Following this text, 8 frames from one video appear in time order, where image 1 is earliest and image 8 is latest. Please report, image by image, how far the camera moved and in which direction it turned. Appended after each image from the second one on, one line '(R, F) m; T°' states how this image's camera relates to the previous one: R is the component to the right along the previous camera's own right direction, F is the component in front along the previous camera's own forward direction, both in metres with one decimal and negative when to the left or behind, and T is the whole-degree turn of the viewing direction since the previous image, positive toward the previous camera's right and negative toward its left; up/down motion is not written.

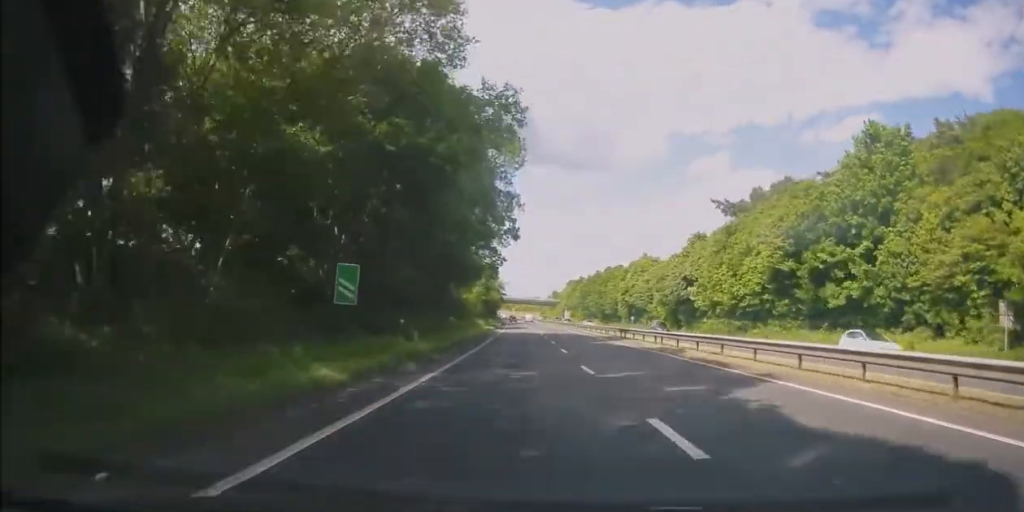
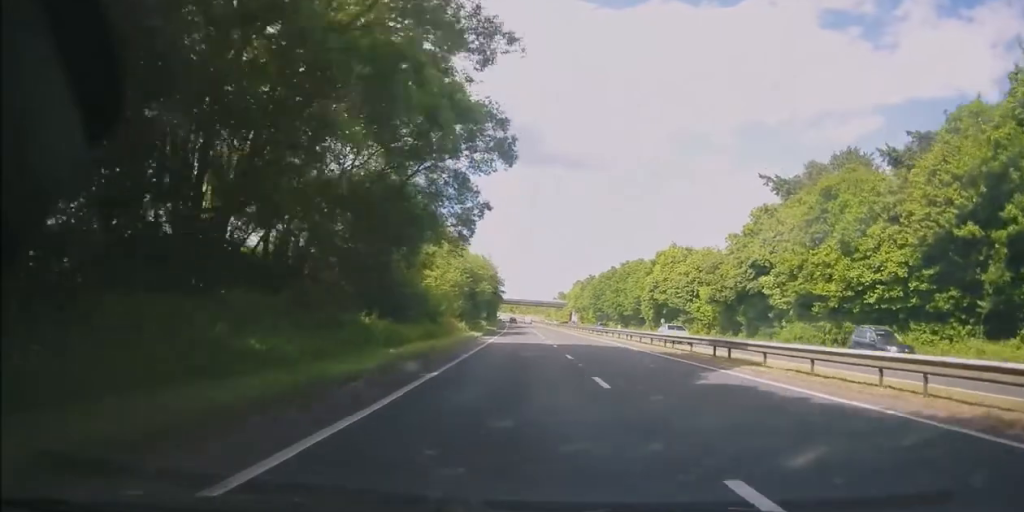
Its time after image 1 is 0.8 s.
(-0.2, +21.5) m; -1°
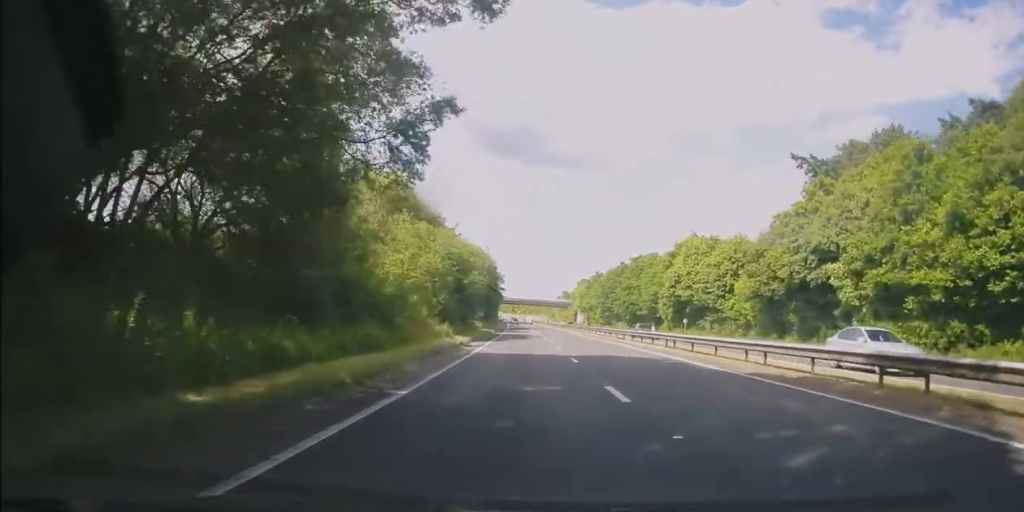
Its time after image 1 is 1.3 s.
(-0.1, +11.3) m; 0°
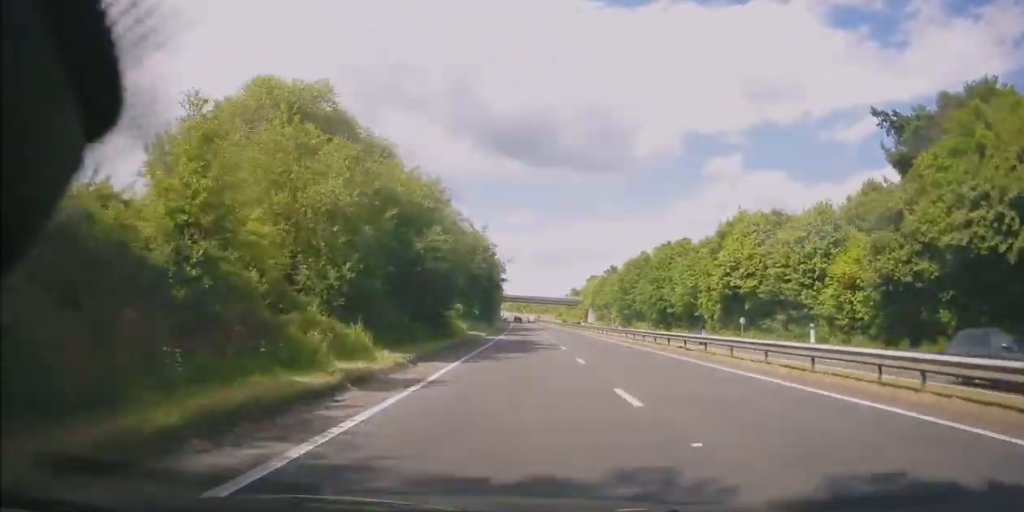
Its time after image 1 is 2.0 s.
(-0.1, +19.2) m; 0°
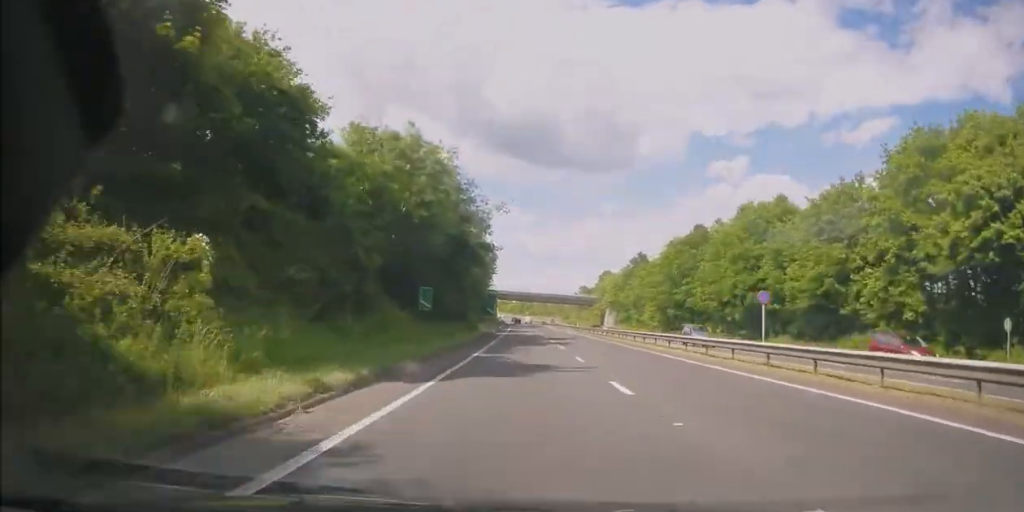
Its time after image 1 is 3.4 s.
(+0.2, +35.0) m; 0°
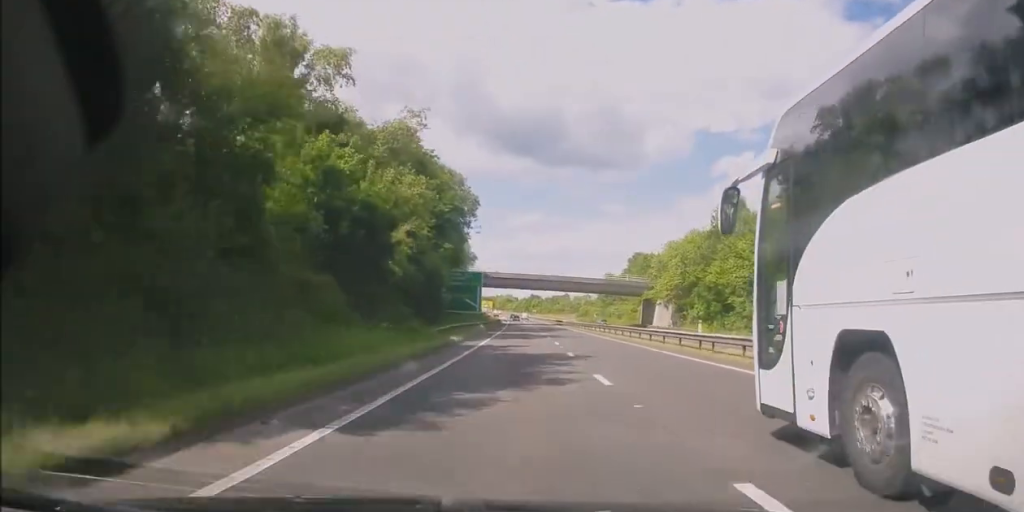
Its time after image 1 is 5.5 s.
(-0.4, +54.0) m; -2°
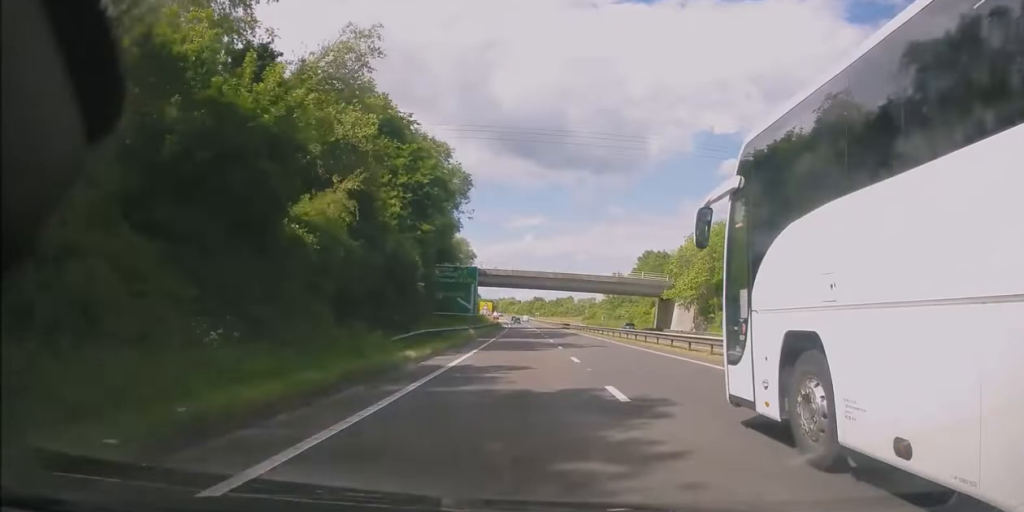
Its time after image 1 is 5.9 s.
(0.0, +10.9) m; -1°
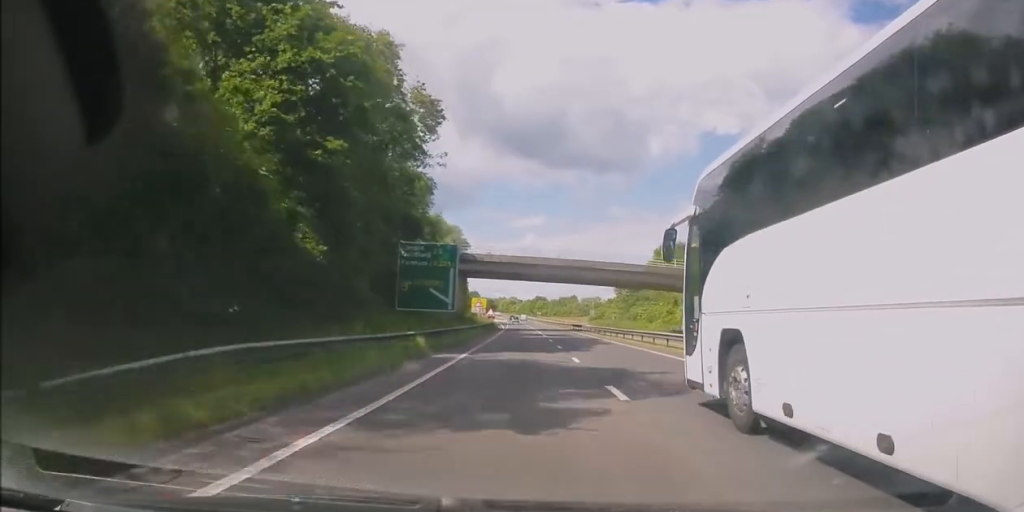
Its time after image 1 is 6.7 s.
(-0.4, +18.4) m; 0°
